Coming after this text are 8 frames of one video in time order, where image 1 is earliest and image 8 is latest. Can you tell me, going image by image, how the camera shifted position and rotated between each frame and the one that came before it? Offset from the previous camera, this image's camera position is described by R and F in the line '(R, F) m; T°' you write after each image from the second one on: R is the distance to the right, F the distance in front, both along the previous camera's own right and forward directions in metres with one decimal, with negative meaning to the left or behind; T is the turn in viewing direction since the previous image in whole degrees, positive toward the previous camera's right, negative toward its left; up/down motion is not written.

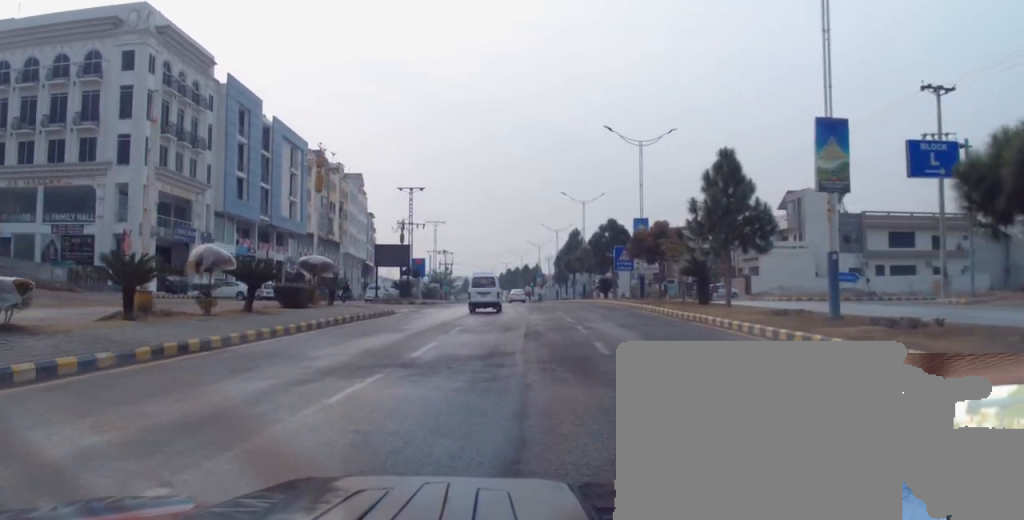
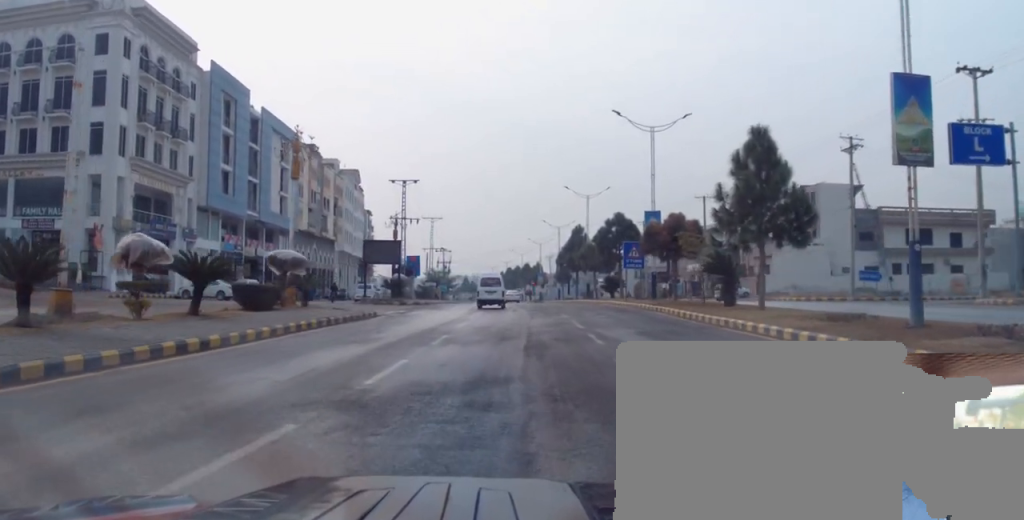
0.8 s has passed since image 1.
(0.0, +4.1) m; 0°
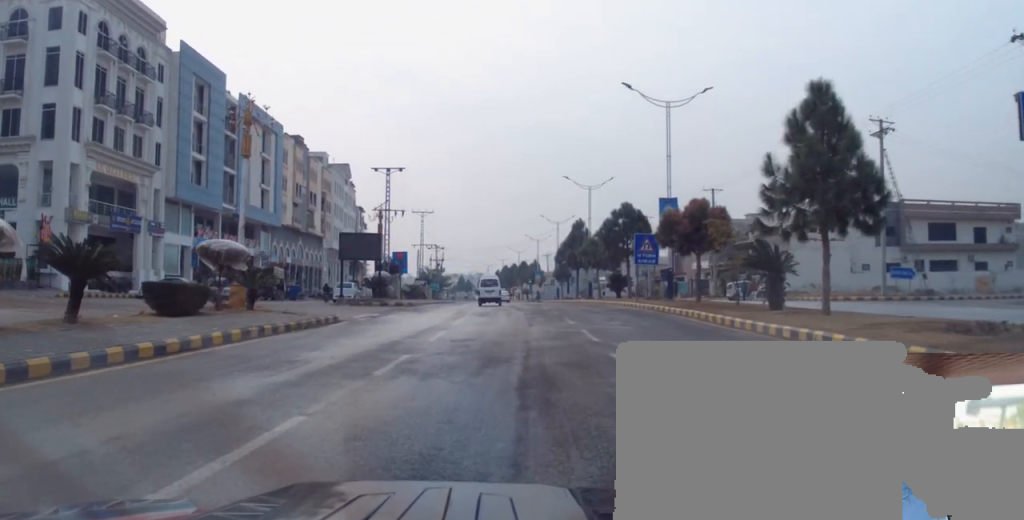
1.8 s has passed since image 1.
(+0.1, +5.6) m; +4°
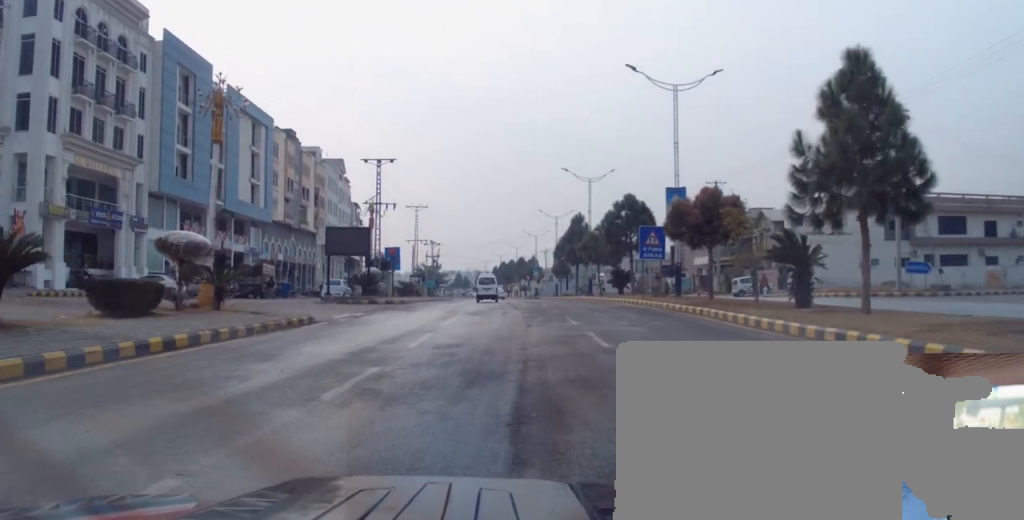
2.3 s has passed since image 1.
(+0.2, +2.5) m; 0°
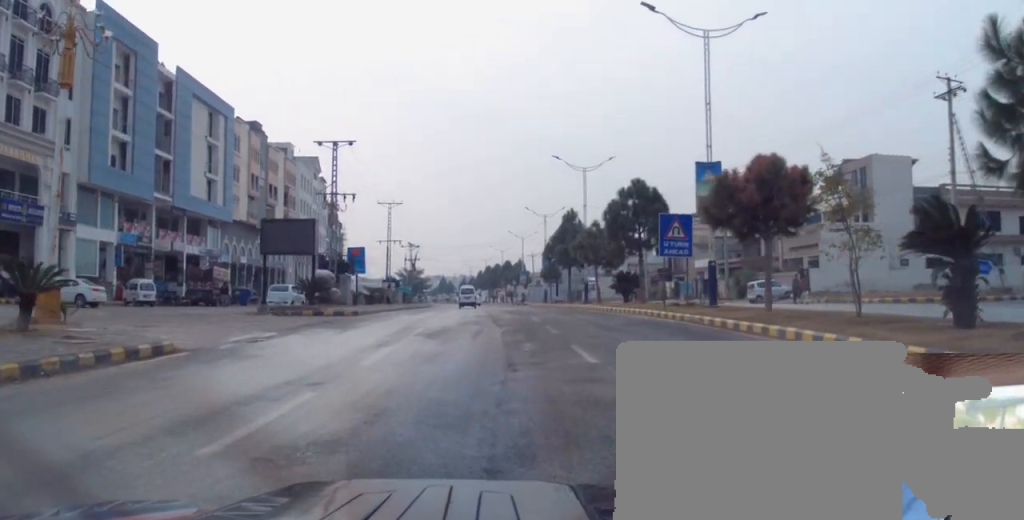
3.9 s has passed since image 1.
(-0.3, +8.3) m; -4°
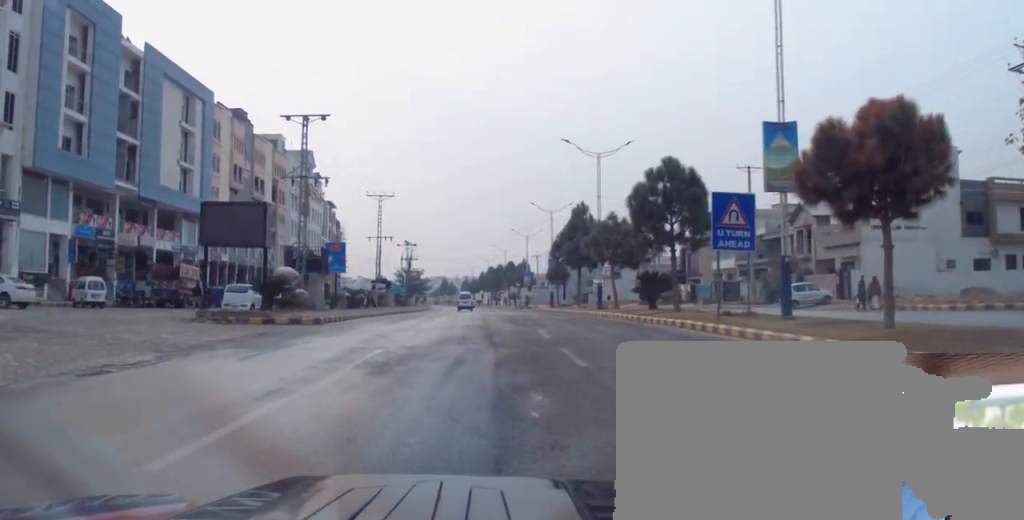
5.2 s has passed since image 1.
(0.0, +7.1) m; +2°
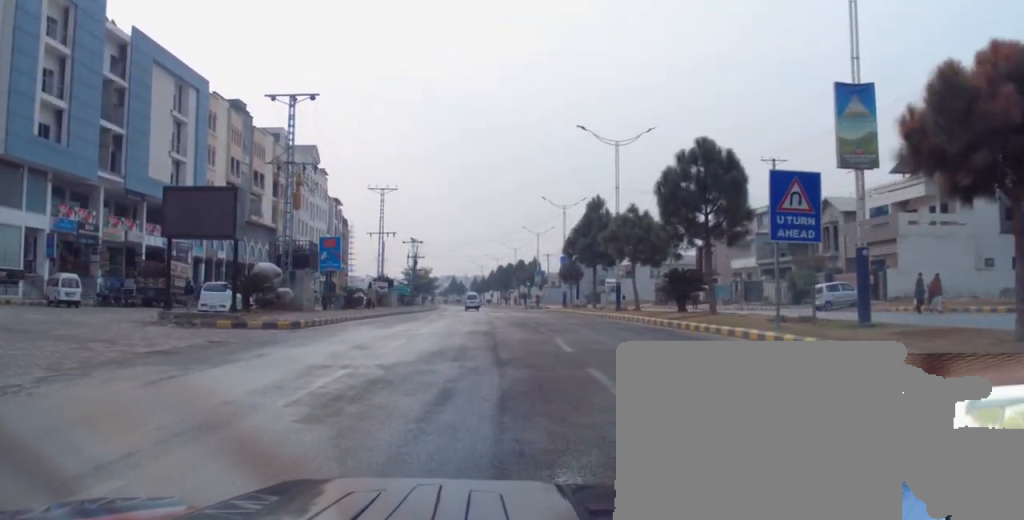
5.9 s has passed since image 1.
(0.0, +3.7) m; +2°
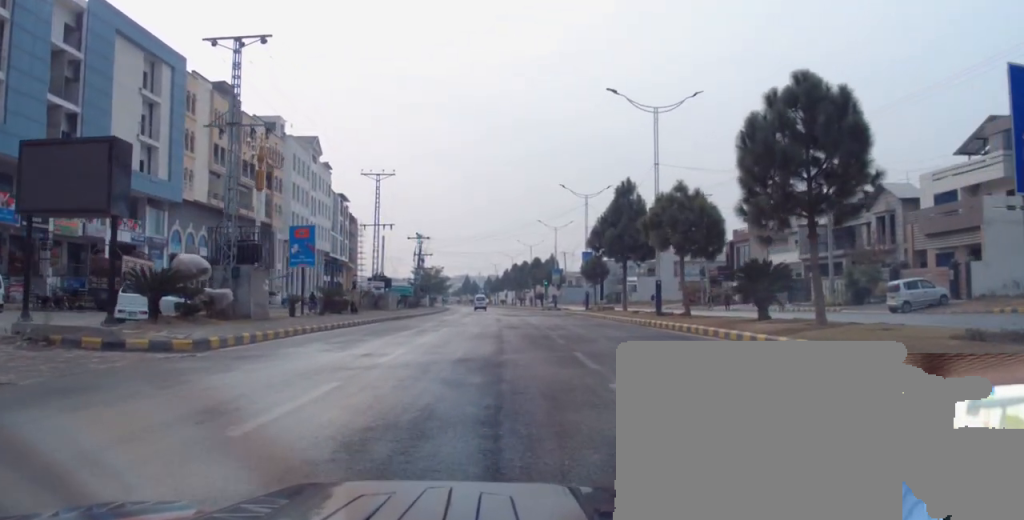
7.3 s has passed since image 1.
(+0.1, +7.9) m; -3°
